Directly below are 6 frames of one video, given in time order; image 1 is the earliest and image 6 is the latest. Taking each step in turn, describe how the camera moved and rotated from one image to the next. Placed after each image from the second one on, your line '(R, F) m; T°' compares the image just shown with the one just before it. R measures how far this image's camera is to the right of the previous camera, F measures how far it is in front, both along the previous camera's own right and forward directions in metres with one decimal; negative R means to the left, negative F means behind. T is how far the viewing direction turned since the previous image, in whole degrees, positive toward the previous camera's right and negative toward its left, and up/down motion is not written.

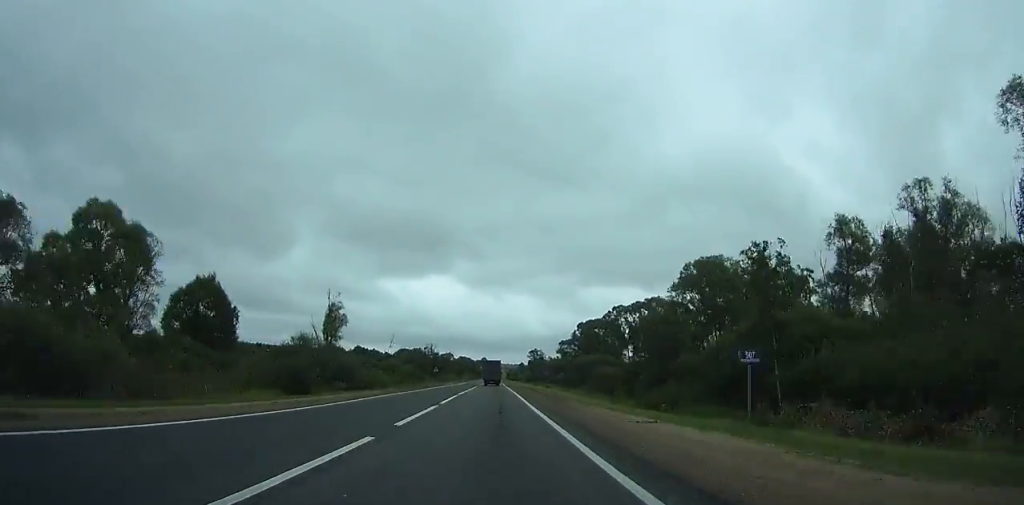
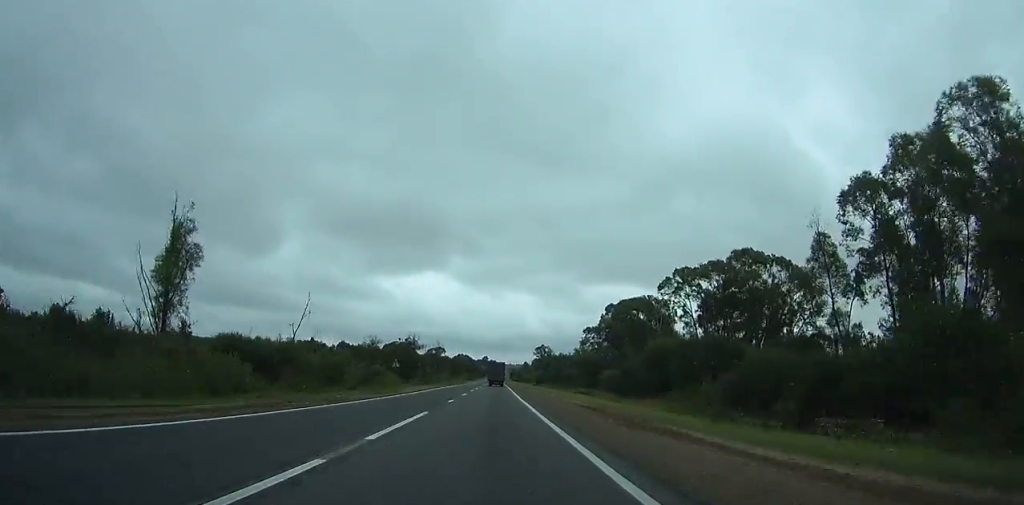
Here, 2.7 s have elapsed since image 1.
(0.0, +52.4) m; 0°
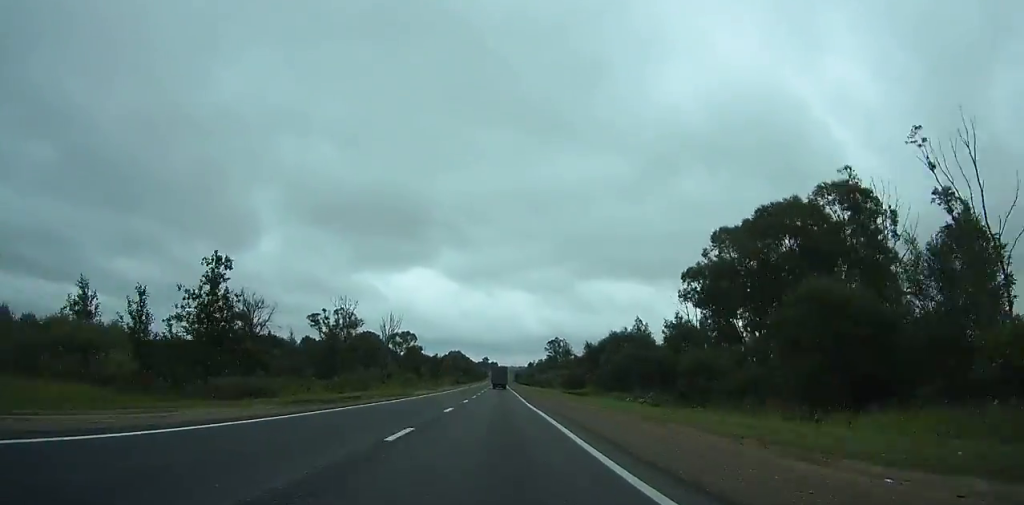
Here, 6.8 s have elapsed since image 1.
(-0.2, +78.4) m; 0°
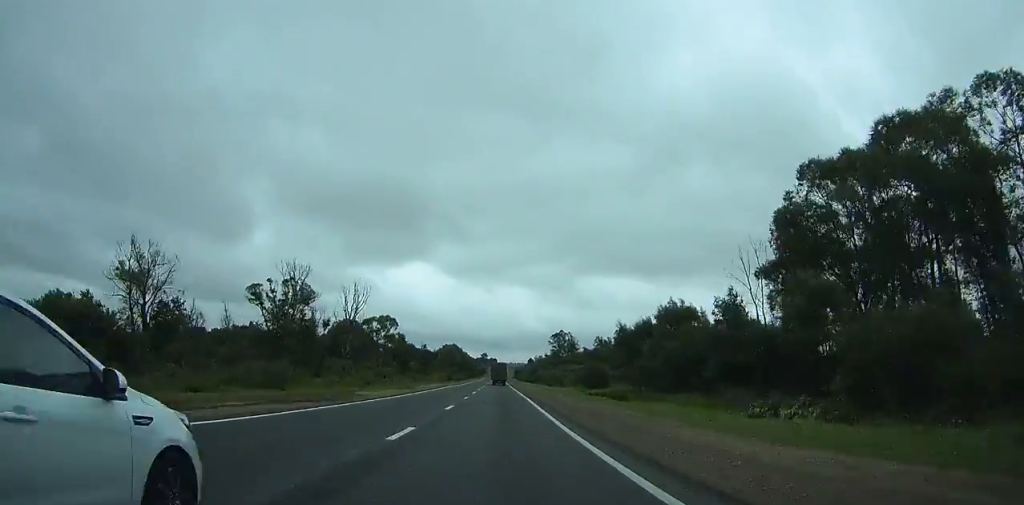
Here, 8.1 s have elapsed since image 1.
(+0.1, +24.9) m; 0°
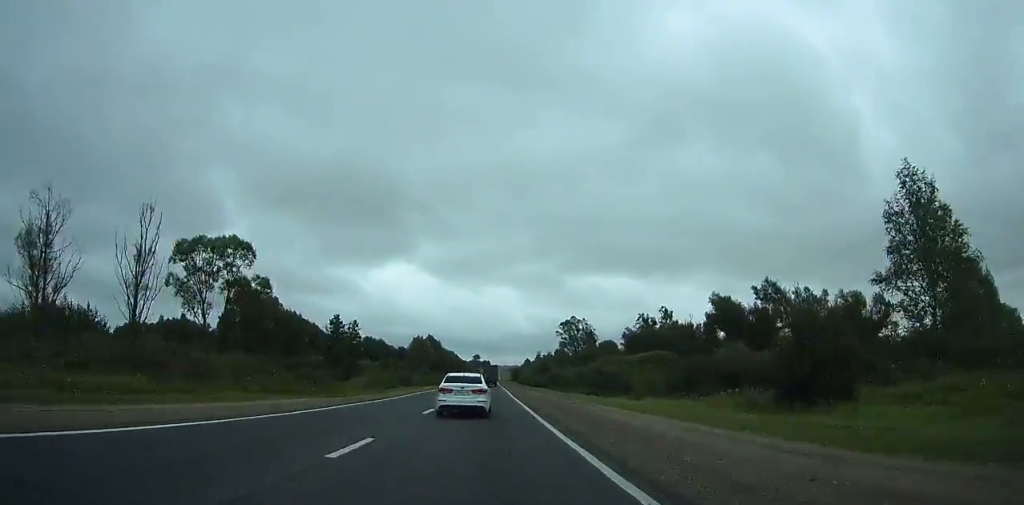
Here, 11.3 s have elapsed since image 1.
(+0.6, +61.6) m; 0°
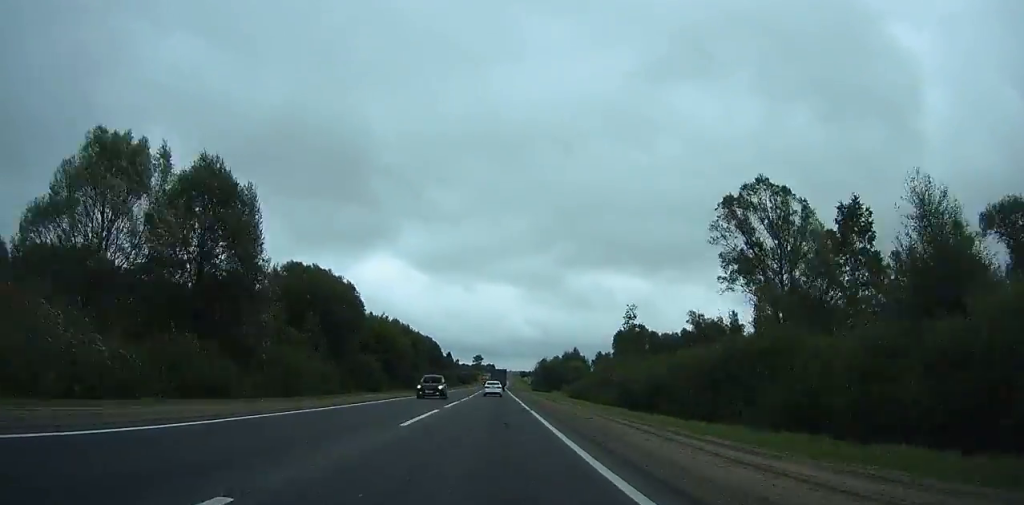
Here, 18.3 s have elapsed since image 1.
(-0.2, +136.8) m; 0°
